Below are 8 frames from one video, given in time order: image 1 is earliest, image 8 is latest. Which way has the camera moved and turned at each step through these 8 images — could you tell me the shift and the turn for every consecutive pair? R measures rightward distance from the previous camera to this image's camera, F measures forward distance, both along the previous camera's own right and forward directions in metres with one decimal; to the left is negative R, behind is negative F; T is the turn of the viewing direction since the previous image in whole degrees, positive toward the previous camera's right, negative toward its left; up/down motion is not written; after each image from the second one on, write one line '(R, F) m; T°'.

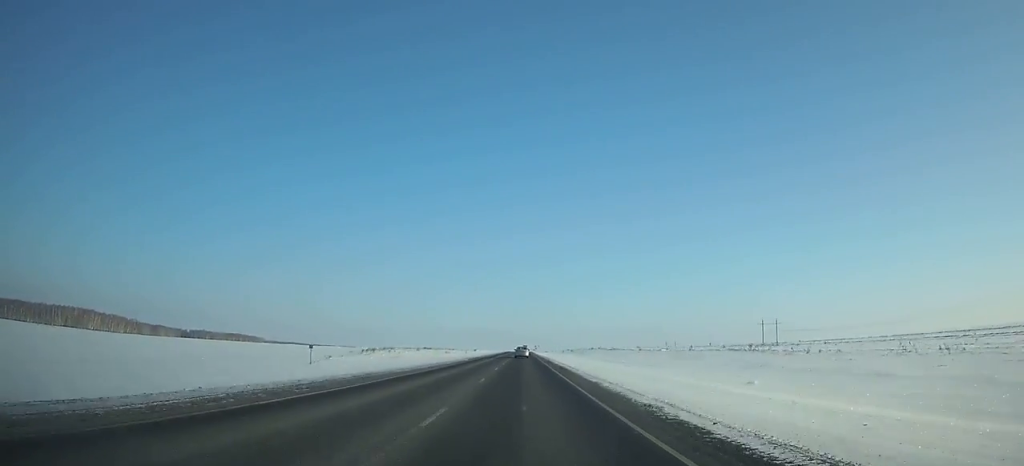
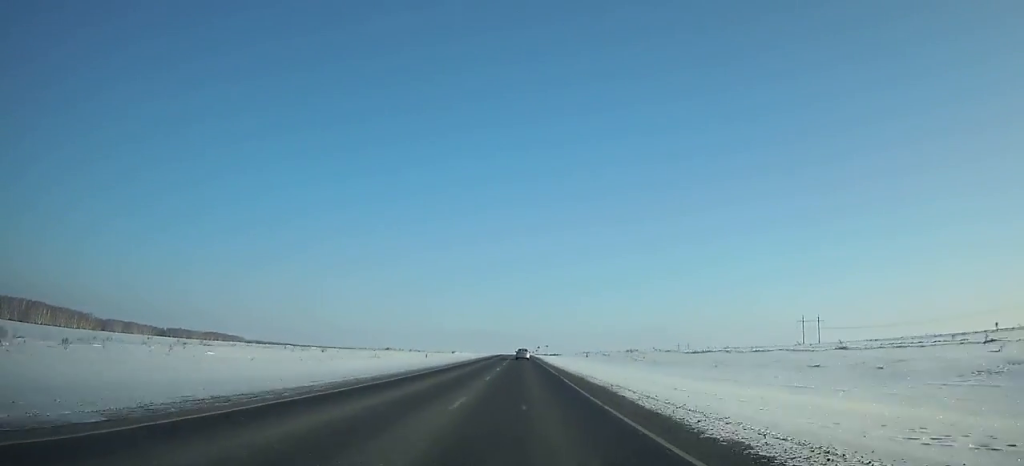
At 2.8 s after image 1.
(+0.1, +80.4) m; 0°
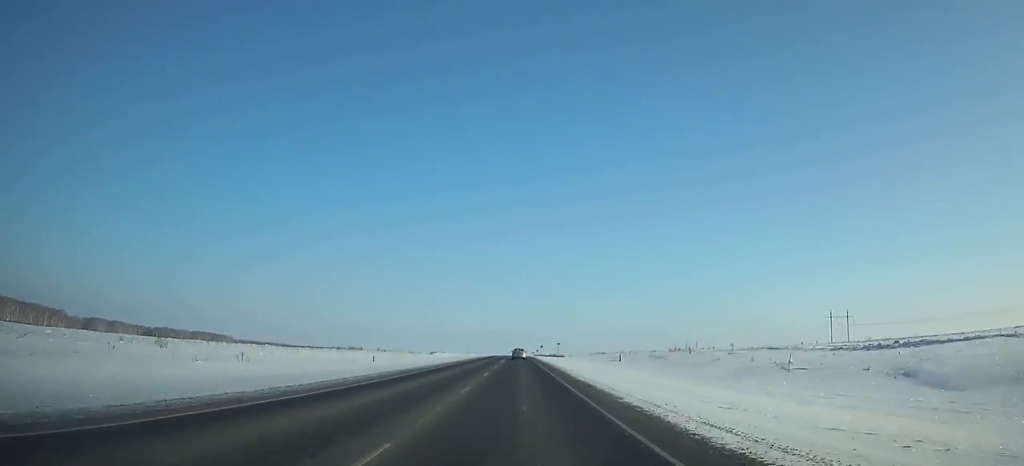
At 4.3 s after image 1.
(+0.1, +43.4) m; 0°
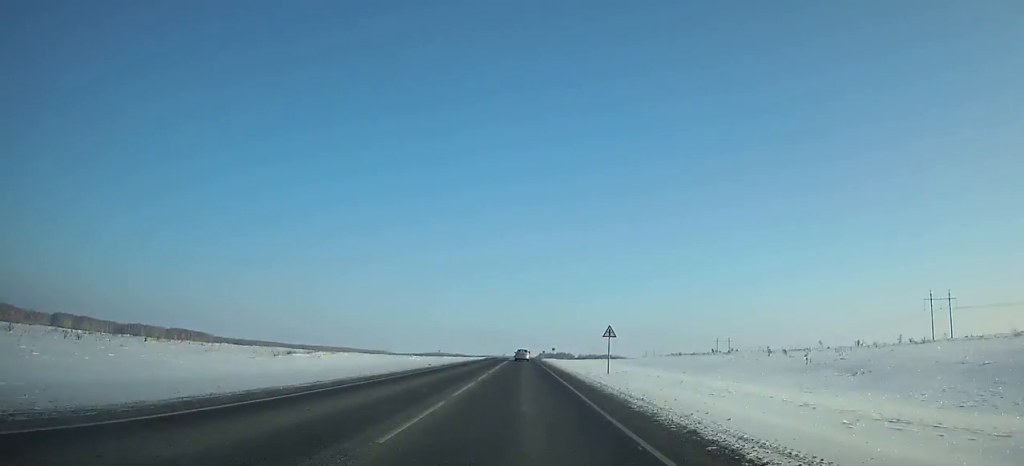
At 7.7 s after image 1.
(-0.1, +99.2) m; 0°
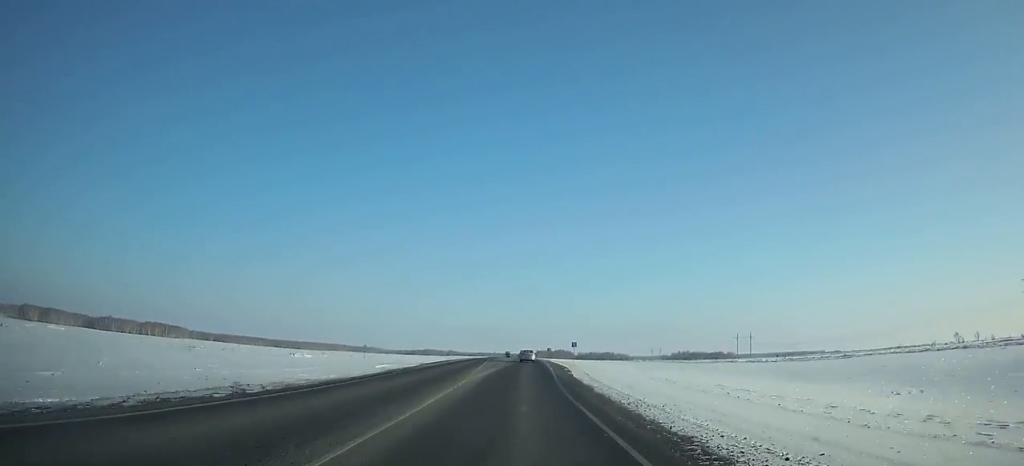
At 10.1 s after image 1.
(0.0, +70.3) m; 0°
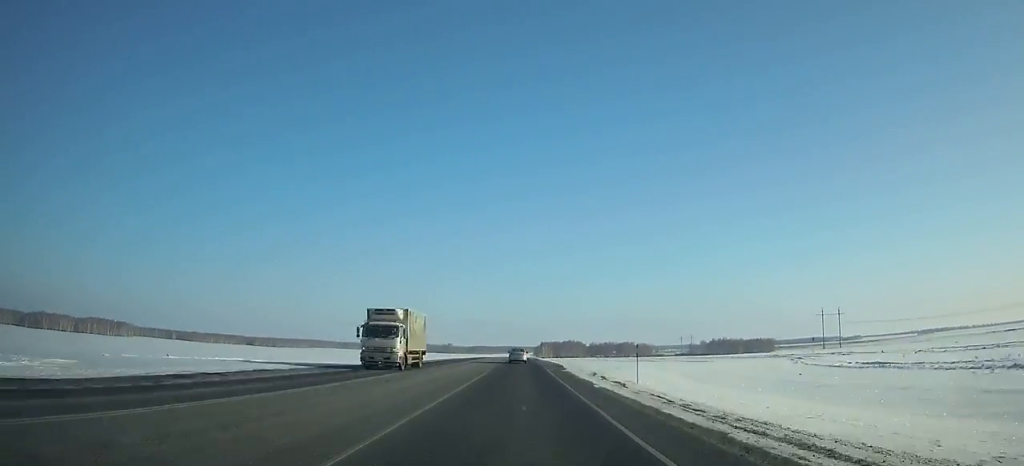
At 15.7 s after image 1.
(-0.2, +163.6) m; -1°
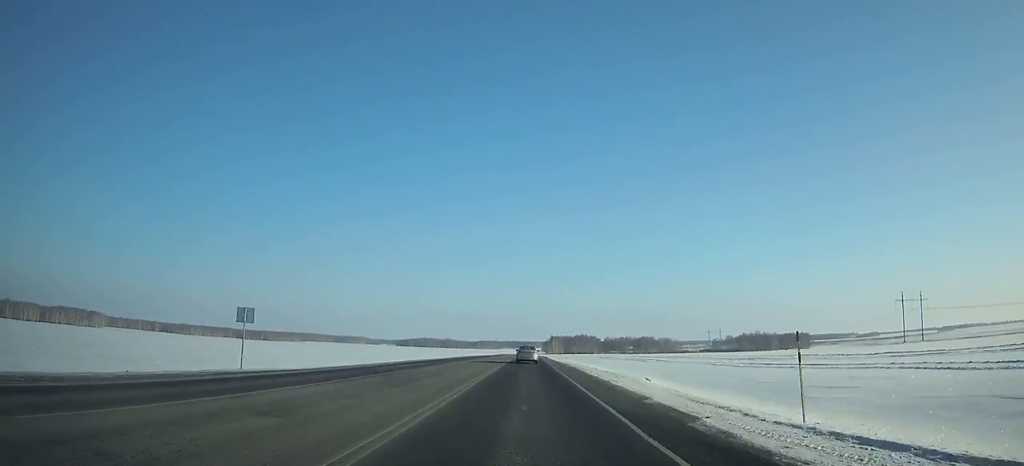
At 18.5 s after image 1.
(-0.4, +80.8) m; 0°
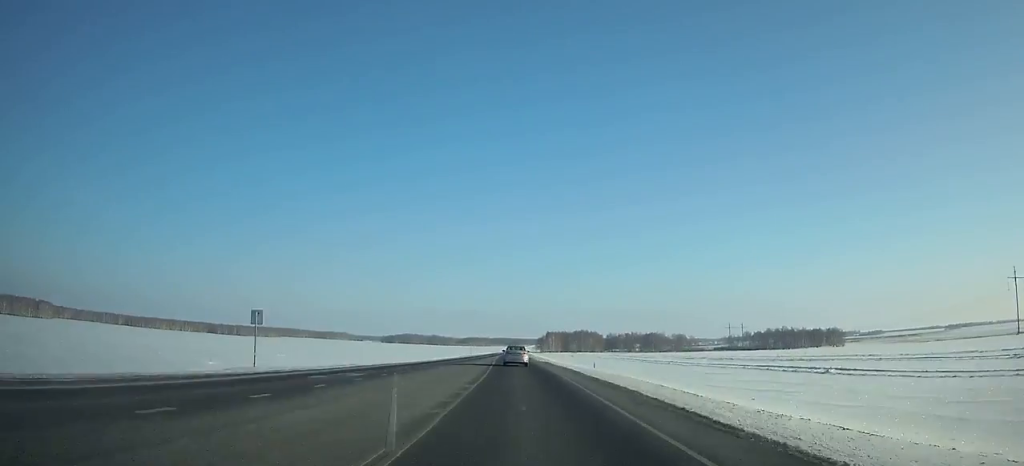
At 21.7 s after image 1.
(+0.2, +91.0) m; 0°
